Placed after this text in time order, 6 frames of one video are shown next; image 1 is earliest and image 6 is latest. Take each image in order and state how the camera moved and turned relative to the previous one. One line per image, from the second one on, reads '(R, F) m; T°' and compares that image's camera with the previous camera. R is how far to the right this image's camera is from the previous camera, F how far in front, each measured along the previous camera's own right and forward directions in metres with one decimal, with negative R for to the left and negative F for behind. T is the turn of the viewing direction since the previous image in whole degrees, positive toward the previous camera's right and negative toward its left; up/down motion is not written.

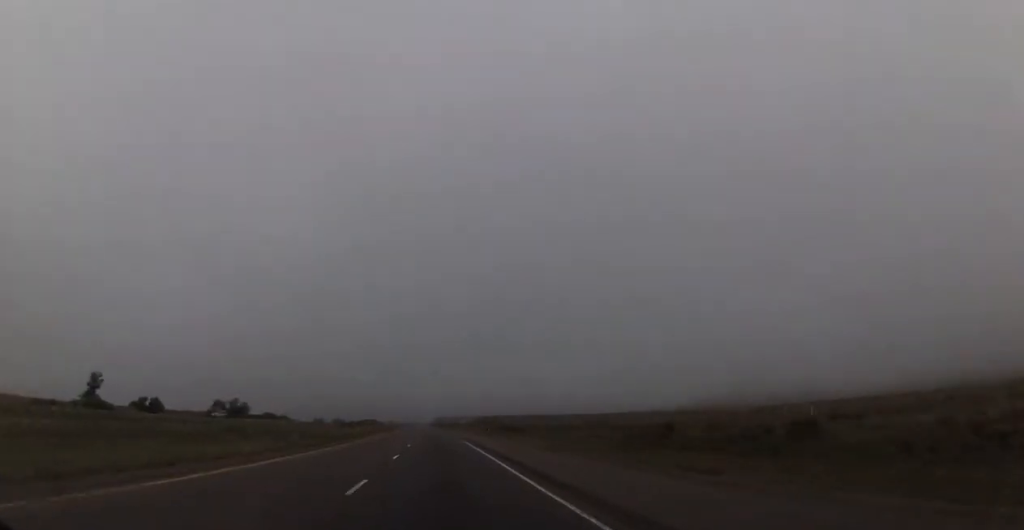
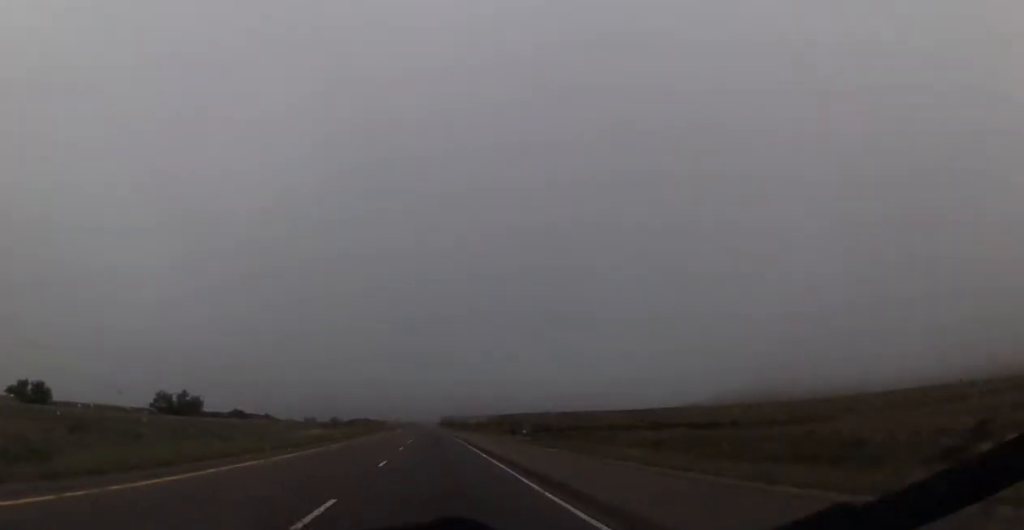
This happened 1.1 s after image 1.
(-0.7, +40.8) m; -1°
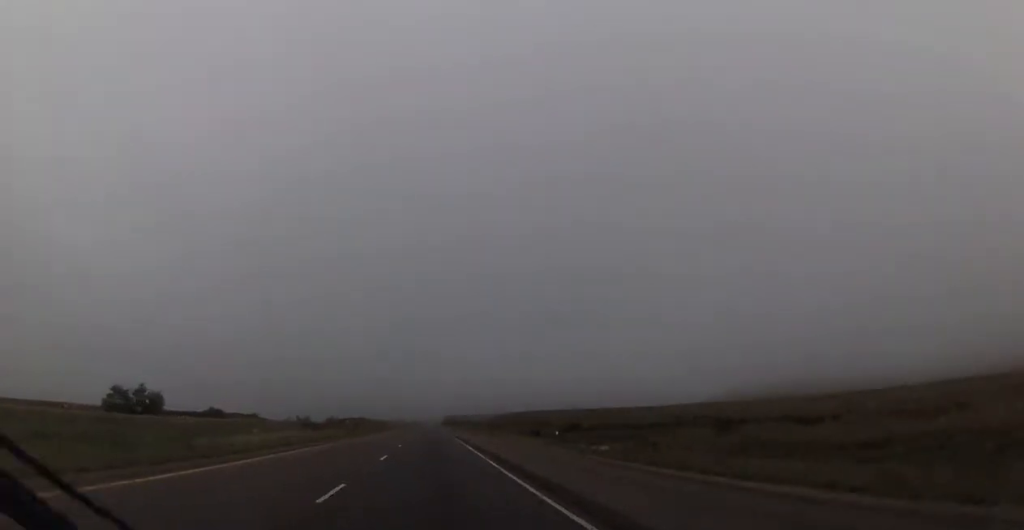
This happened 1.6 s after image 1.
(-0.2, +21.7) m; 0°
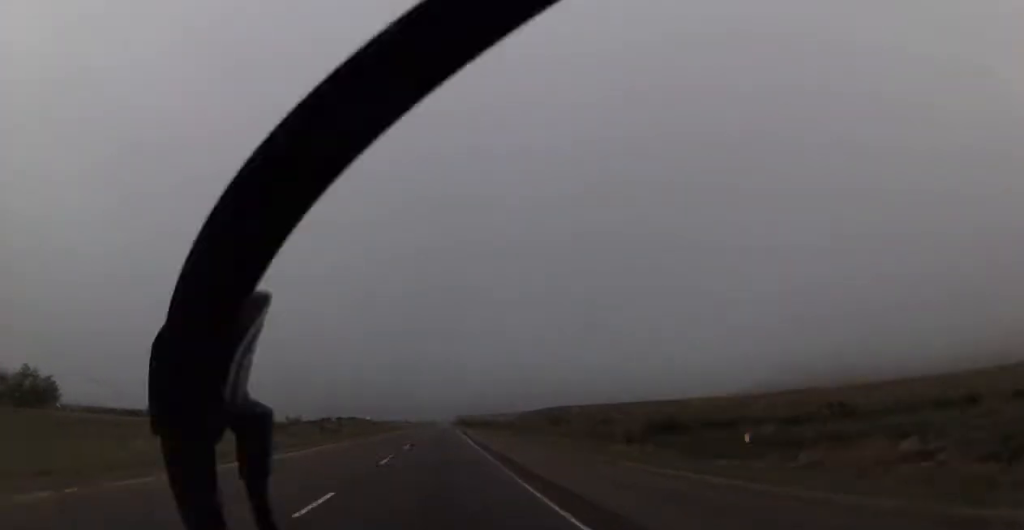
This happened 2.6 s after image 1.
(-0.1, +38.3) m; 0°
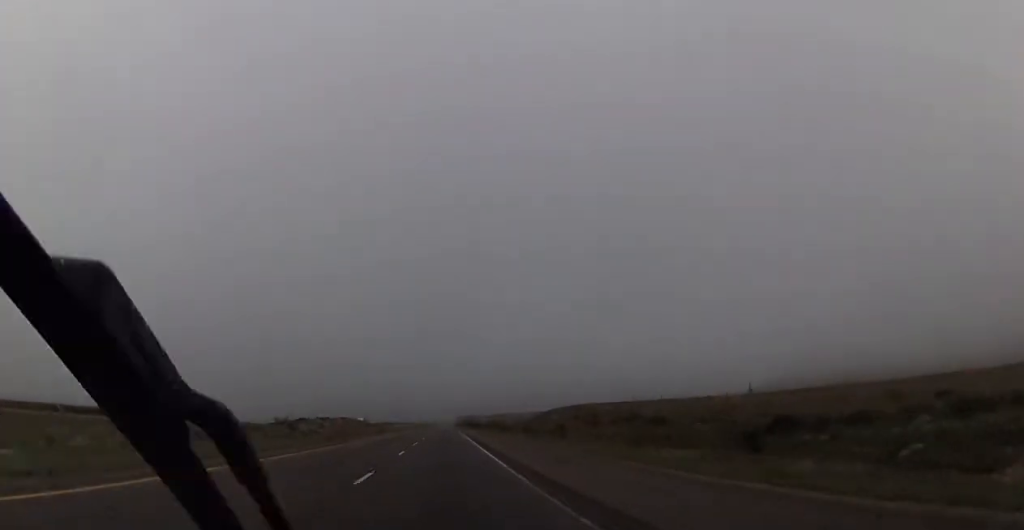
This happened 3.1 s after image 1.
(0.0, +19.1) m; 0°
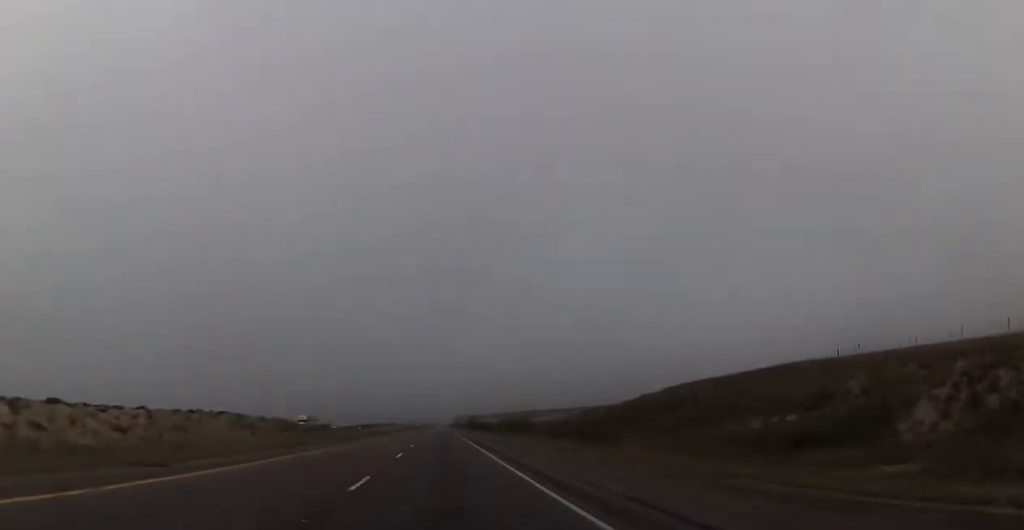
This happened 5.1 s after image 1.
(0.0, +74.2) m; 0°
